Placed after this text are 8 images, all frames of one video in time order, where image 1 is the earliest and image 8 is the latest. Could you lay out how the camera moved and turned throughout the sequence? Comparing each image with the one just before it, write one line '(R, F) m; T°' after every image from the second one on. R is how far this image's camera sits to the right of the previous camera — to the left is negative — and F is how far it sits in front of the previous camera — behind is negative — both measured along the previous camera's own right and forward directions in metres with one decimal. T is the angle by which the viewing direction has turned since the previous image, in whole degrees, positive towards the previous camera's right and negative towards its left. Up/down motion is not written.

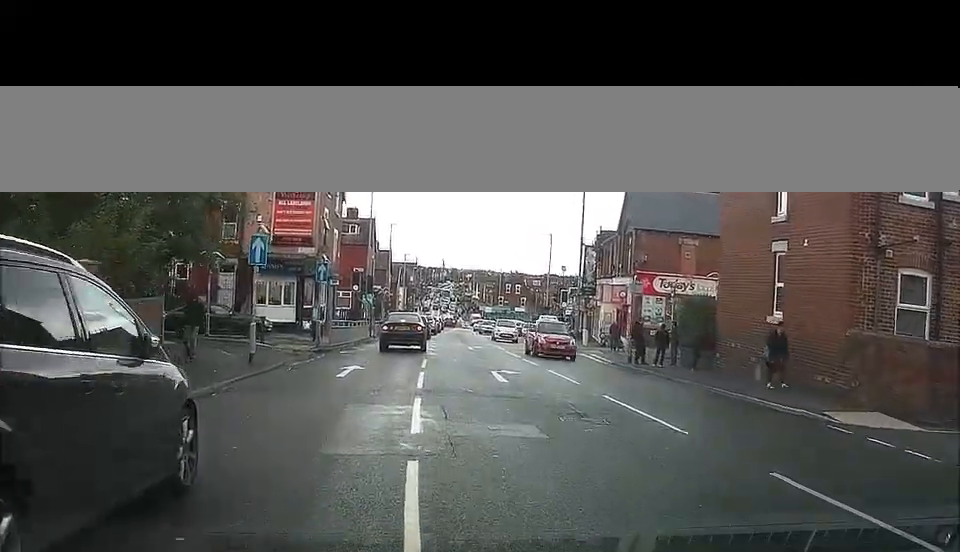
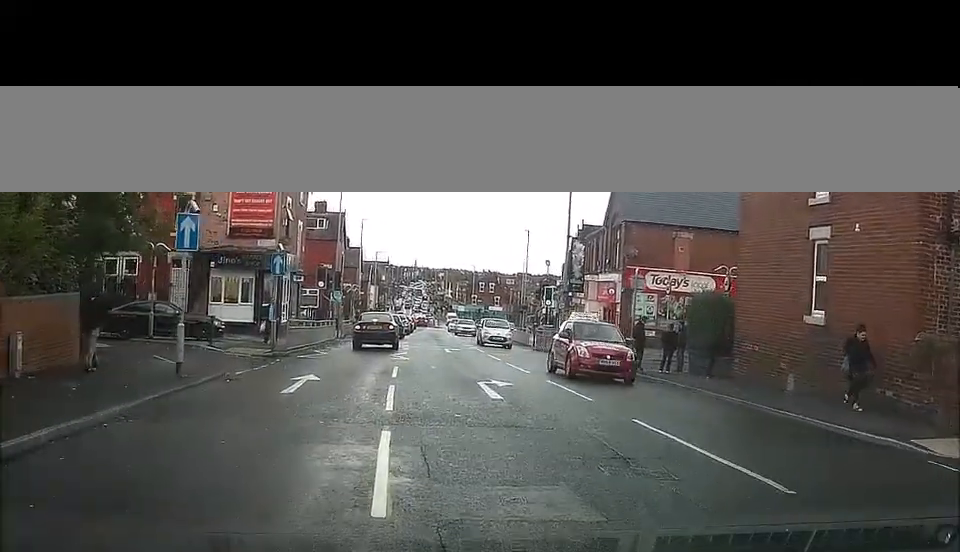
(+0.2, +4.3) m; +2°
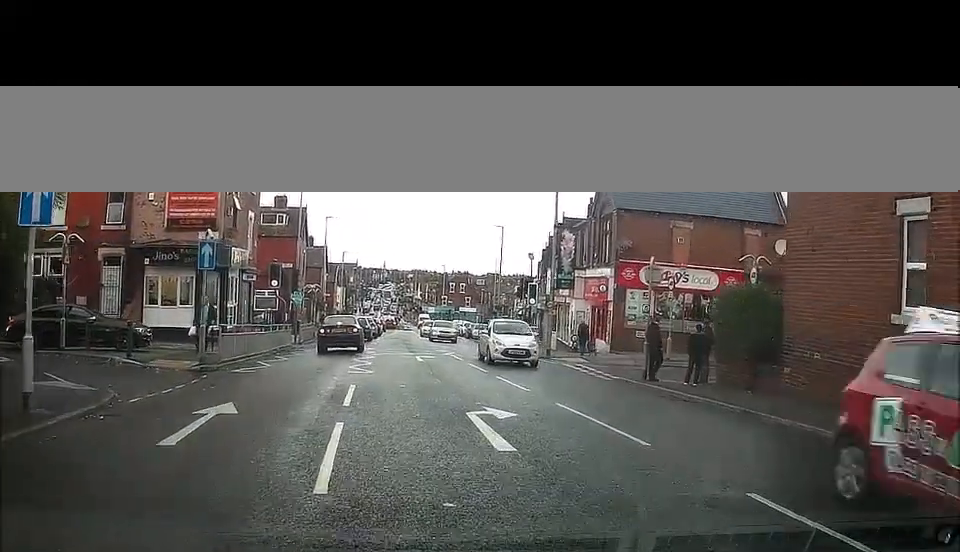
(0.0, +5.5) m; +1°
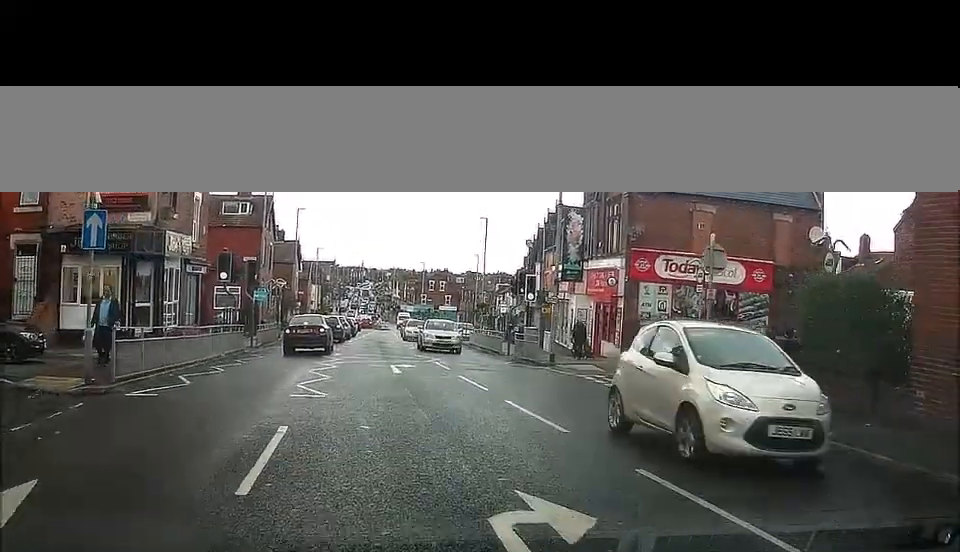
(+0.2, +6.3) m; +3°
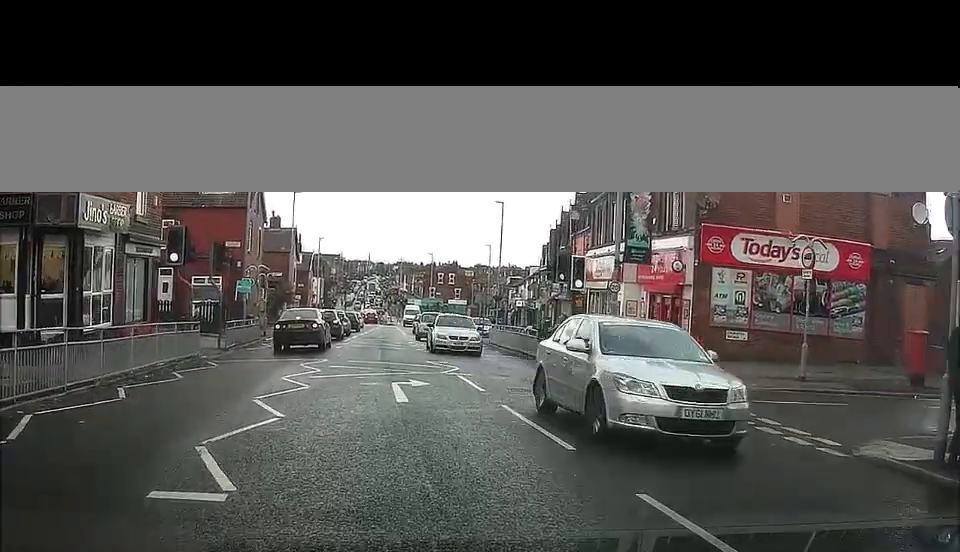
(0.0, +8.9) m; 0°
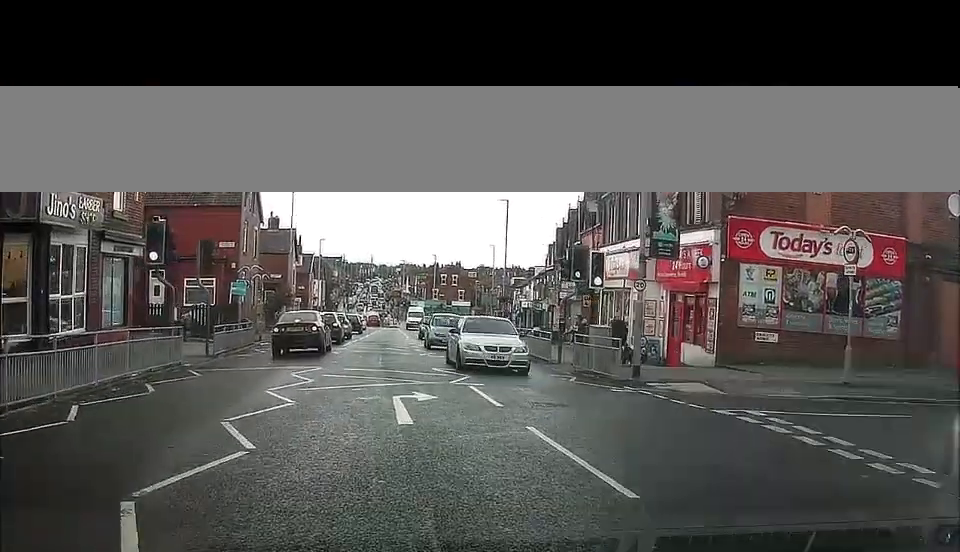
(+0.1, +2.6) m; 0°
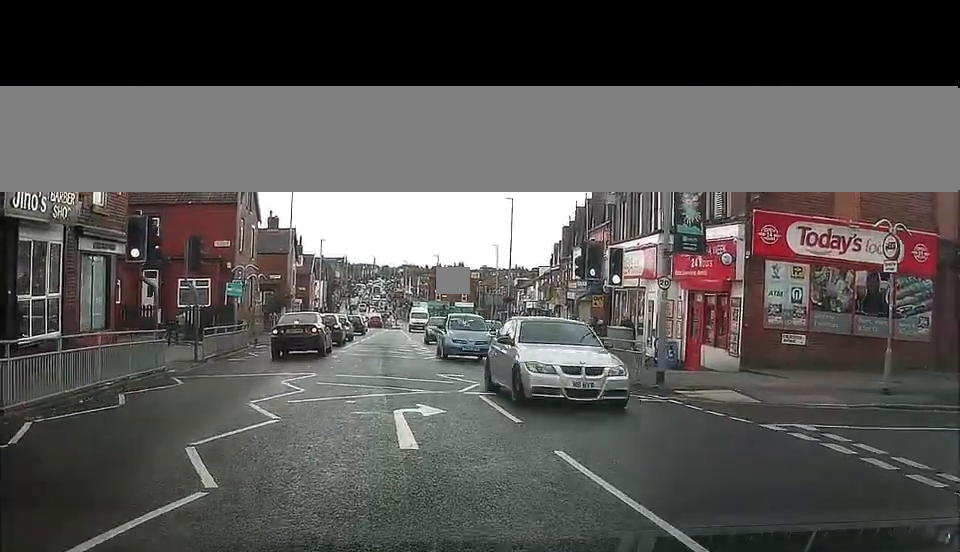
(0.0, +2.1) m; -1°
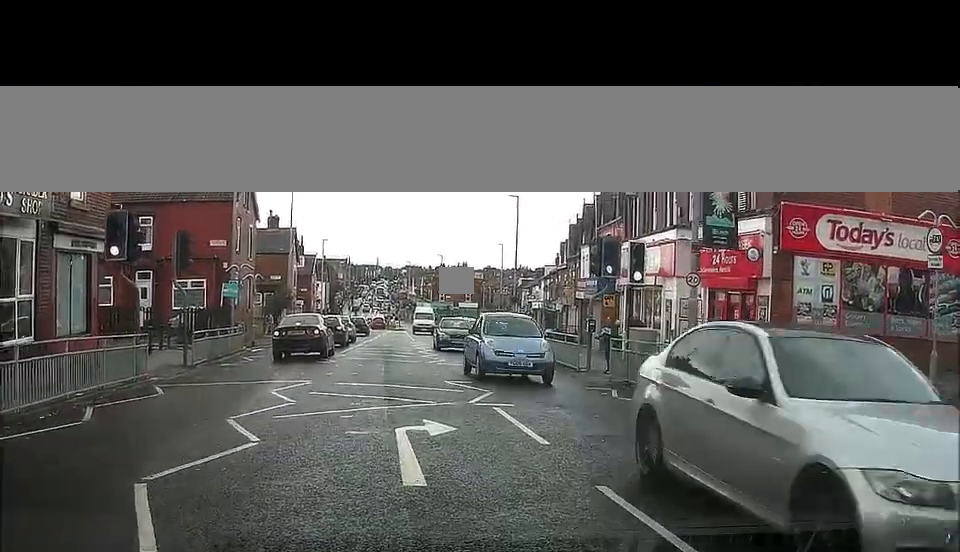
(0.0, +2.2) m; -2°
